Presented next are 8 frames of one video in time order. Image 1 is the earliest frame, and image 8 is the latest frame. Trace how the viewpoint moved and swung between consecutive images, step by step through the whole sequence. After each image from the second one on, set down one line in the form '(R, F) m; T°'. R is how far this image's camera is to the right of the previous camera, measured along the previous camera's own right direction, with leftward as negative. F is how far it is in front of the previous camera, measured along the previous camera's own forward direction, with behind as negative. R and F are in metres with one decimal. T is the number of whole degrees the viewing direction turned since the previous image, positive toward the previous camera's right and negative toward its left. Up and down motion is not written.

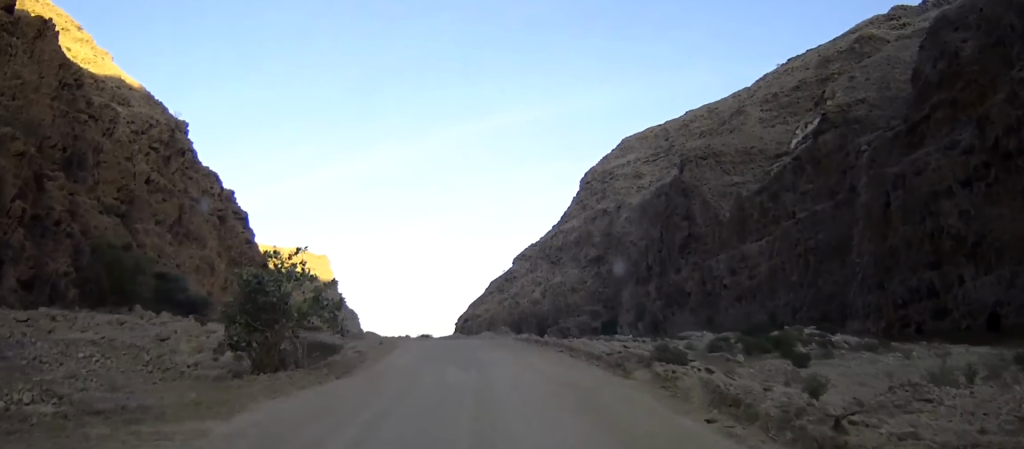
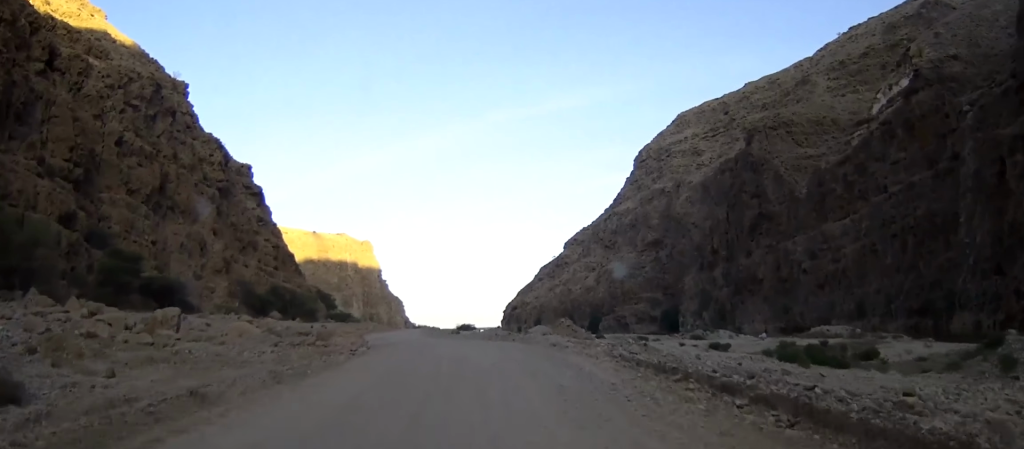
(-0.8, +27.4) m; -4°
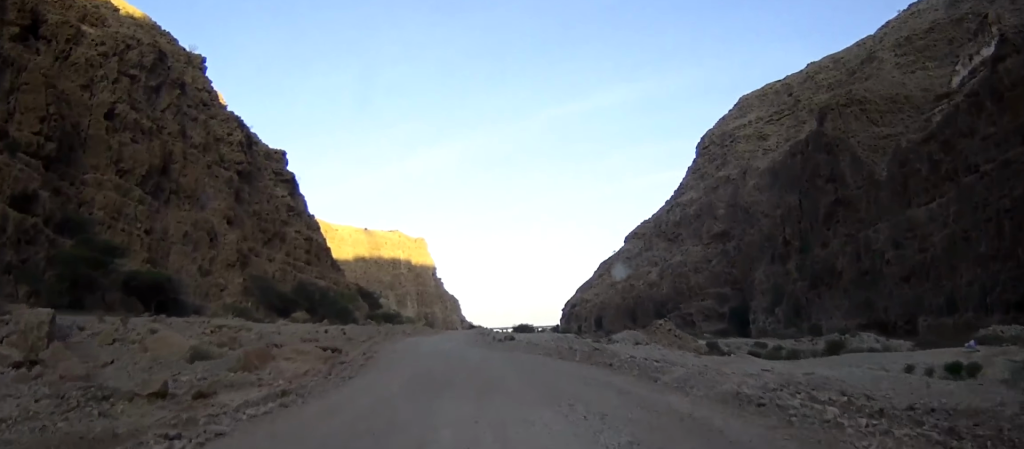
(-0.5, +19.2) m; -4°
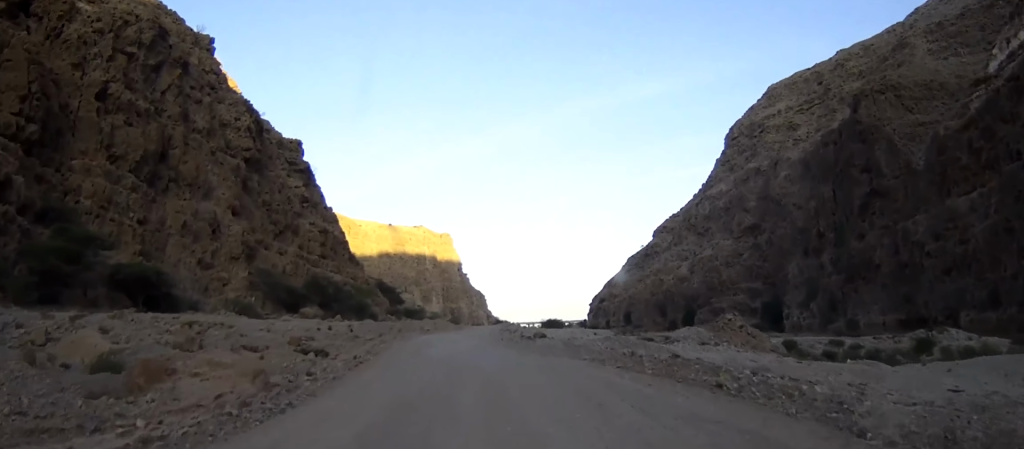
(-0.1, +8.5) m; -2°
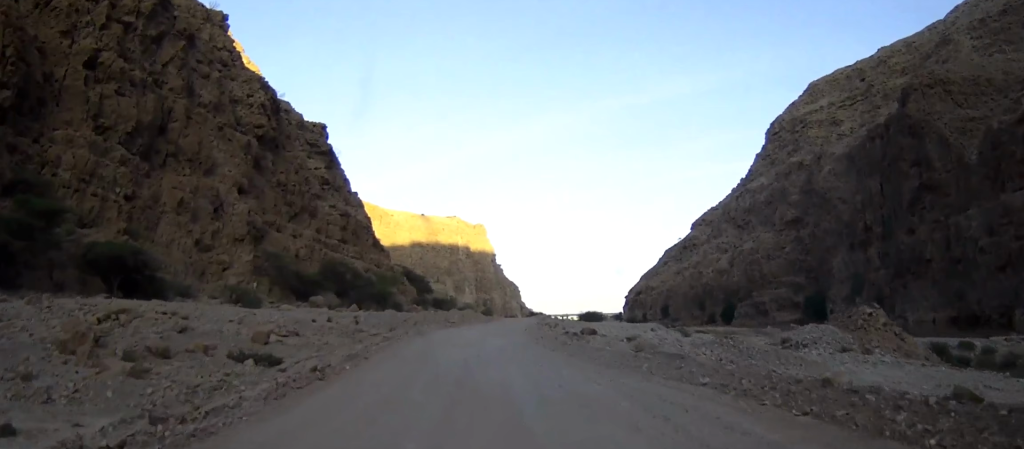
(-0.1, +10.7) m; -2°
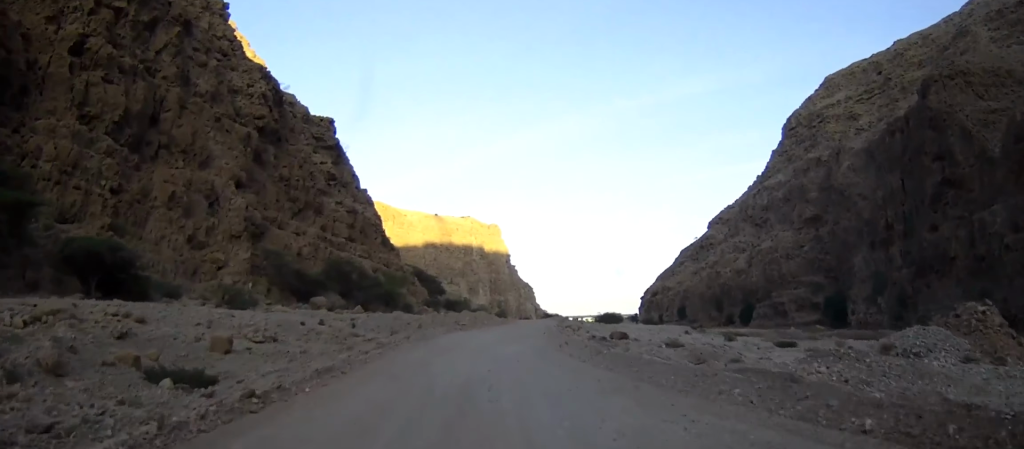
(-0.1, +5.8) m; -1°
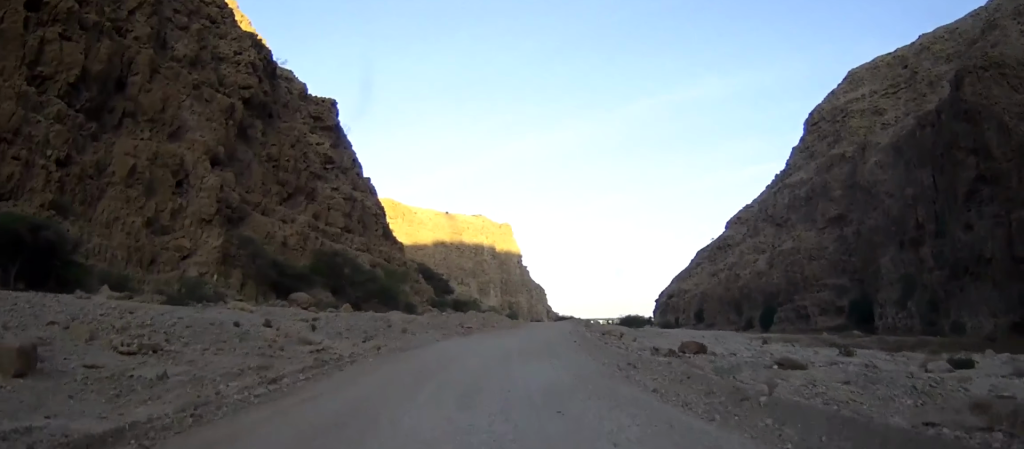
(-0.2, +11.4) m; 0°
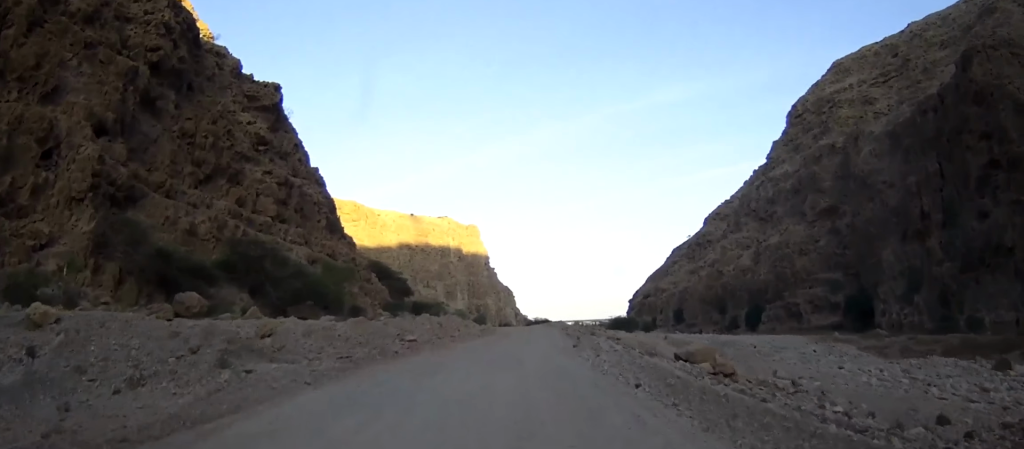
(+0.2, +19.3) m; +2°
